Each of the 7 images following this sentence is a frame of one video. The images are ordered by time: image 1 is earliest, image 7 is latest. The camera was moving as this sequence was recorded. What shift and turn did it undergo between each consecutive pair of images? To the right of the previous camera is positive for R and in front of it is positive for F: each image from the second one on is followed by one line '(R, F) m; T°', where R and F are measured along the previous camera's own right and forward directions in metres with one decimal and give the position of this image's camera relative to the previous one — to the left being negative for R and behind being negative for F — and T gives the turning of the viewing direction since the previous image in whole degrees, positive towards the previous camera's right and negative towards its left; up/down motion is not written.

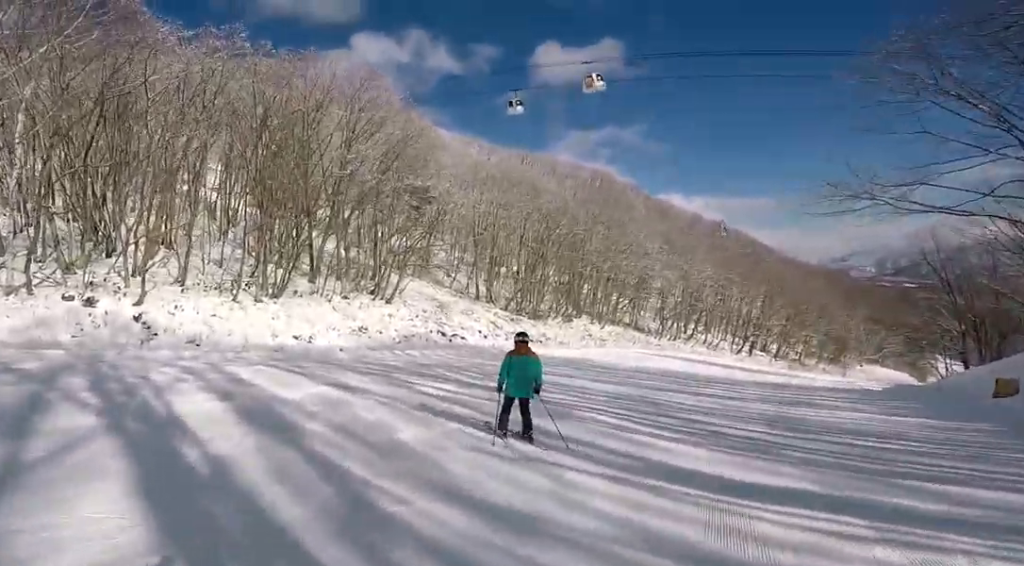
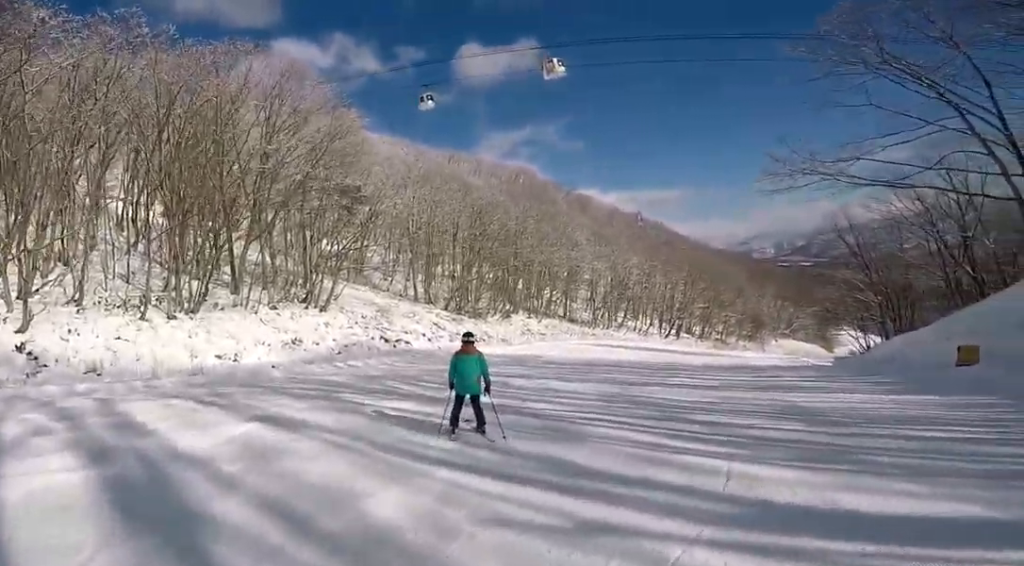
(-0.8, +2.3) m; +8°
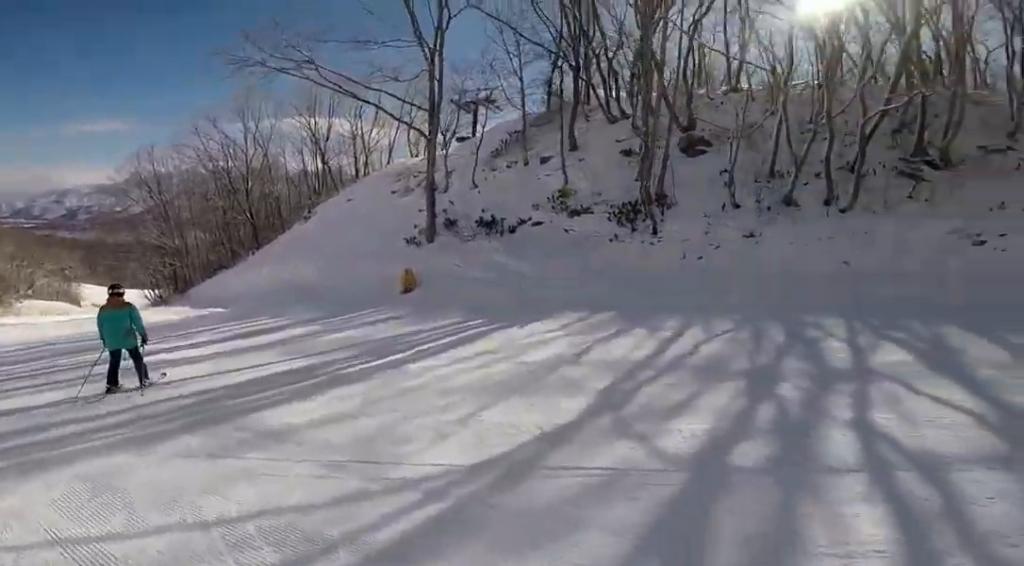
(+8.3, +9.1) m; +52°
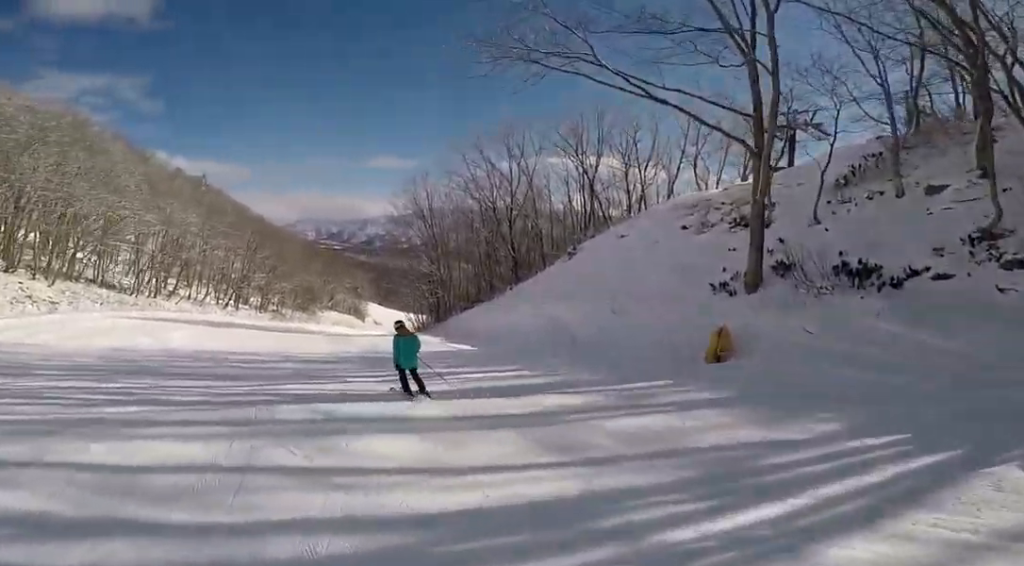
(-0.3, +4.0) m; -8°
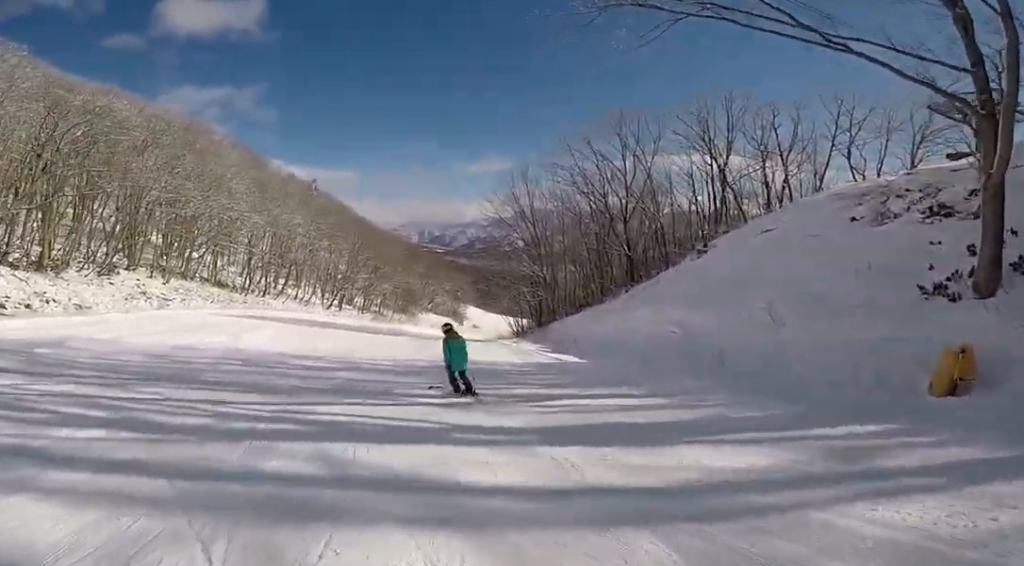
(-0.2, +2.7) m; -10°
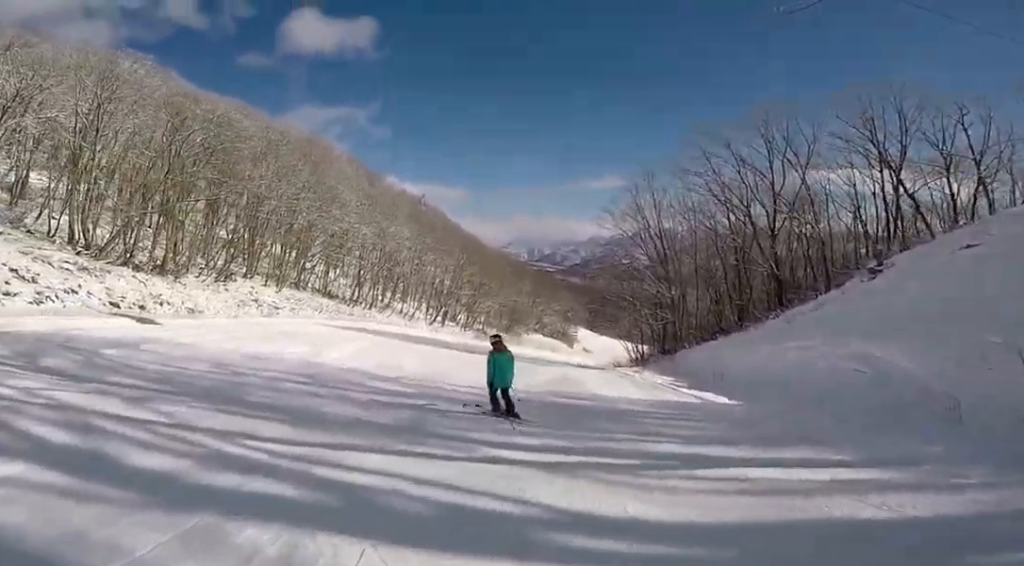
(+0.1, +2.2) m; -10°
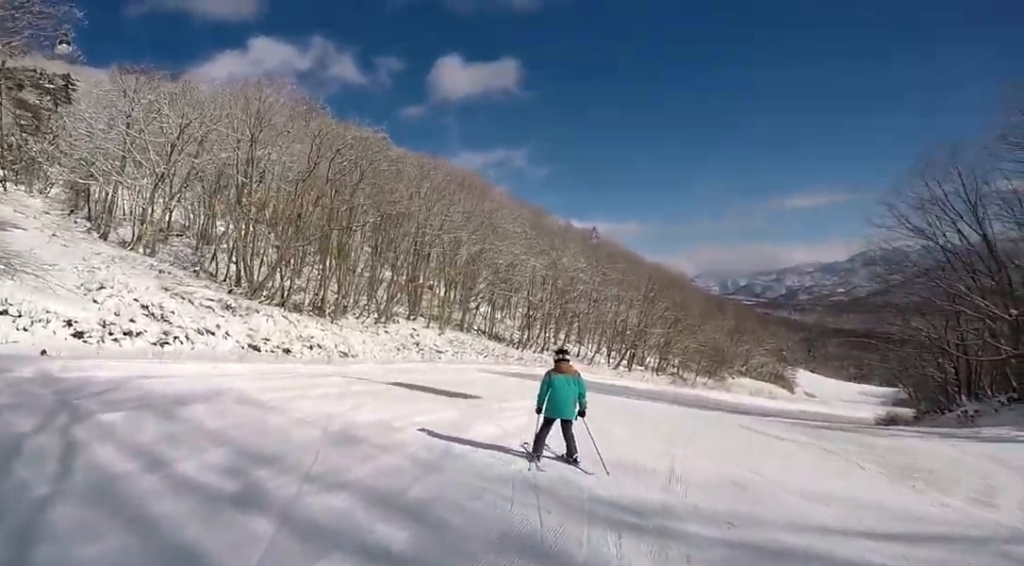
(-1.9, +6.6) m; -16°
